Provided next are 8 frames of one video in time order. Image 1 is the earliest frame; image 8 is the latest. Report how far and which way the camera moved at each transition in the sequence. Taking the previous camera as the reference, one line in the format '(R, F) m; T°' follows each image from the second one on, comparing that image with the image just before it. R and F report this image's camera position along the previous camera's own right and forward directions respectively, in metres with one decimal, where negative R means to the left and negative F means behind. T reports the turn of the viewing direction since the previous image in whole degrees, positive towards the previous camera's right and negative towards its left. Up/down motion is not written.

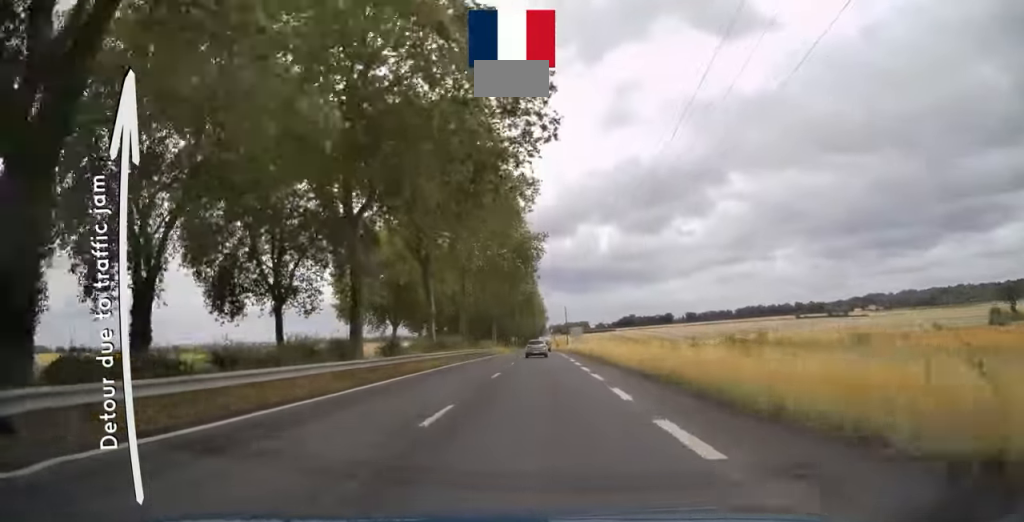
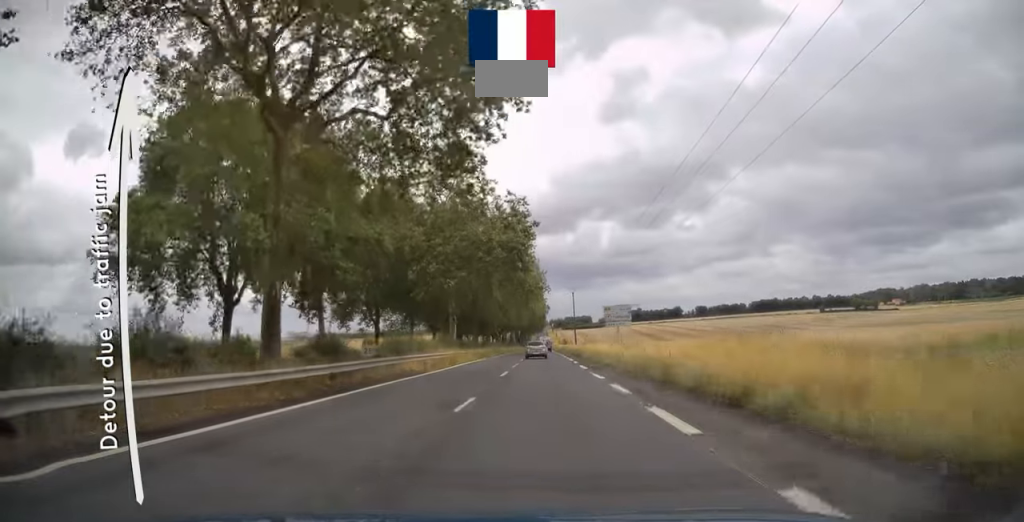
(-0.1, +49.7) m; -1°
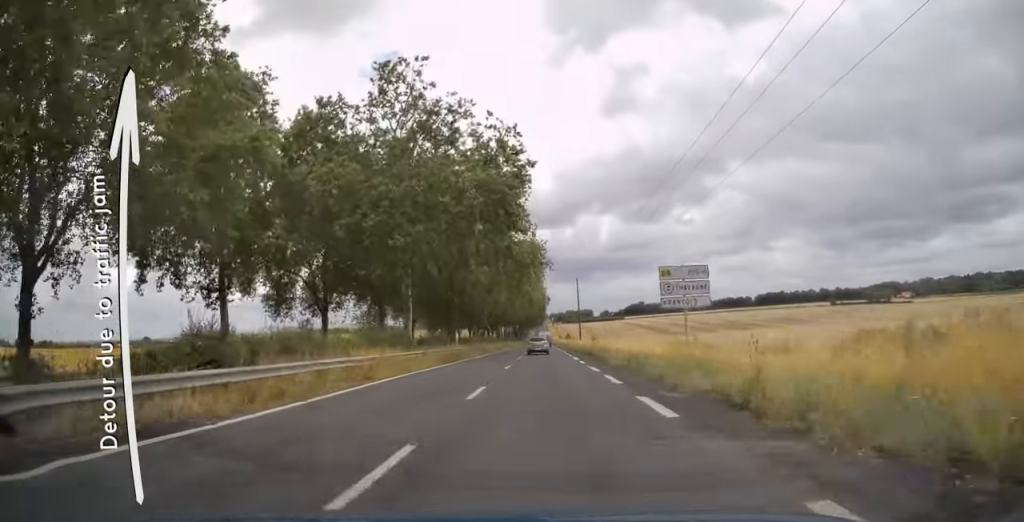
(0.0, +19.9) m; 0°
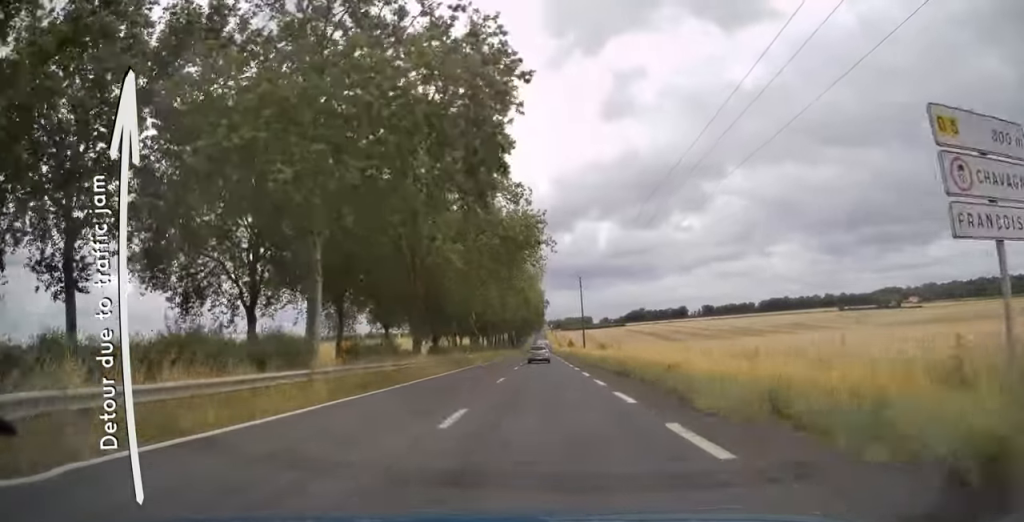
(0.0, +16.3) m; 0°
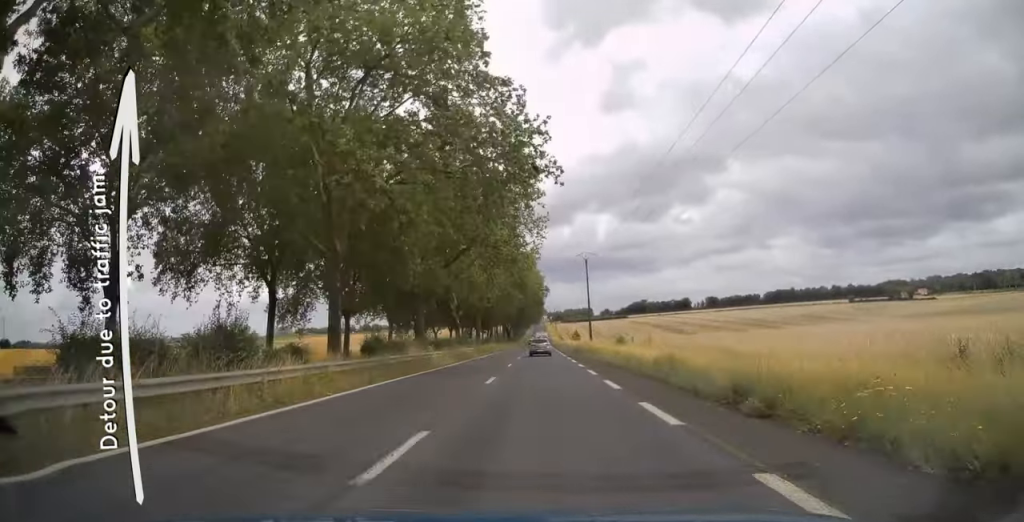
(0.0, +17.3) m; 0°
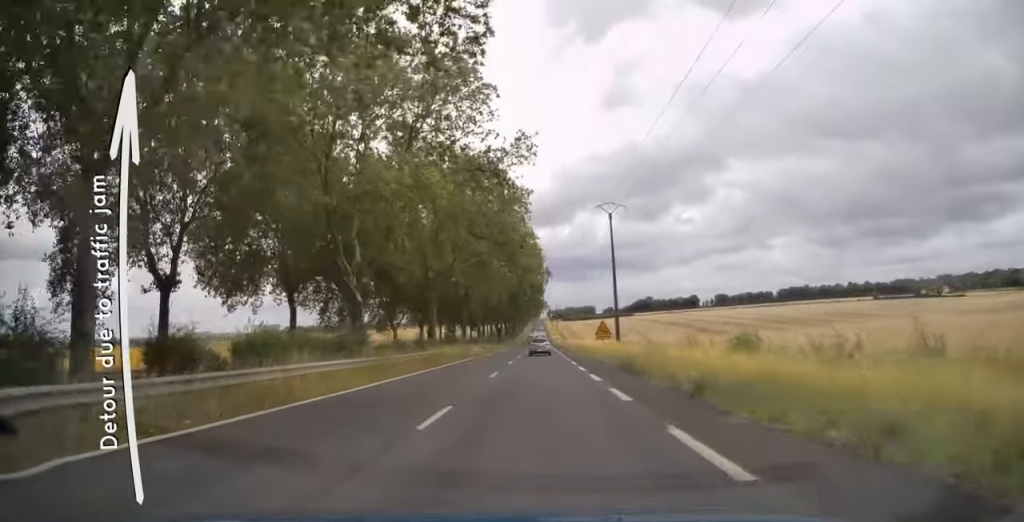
(+0.4, +35.7) m; 0°
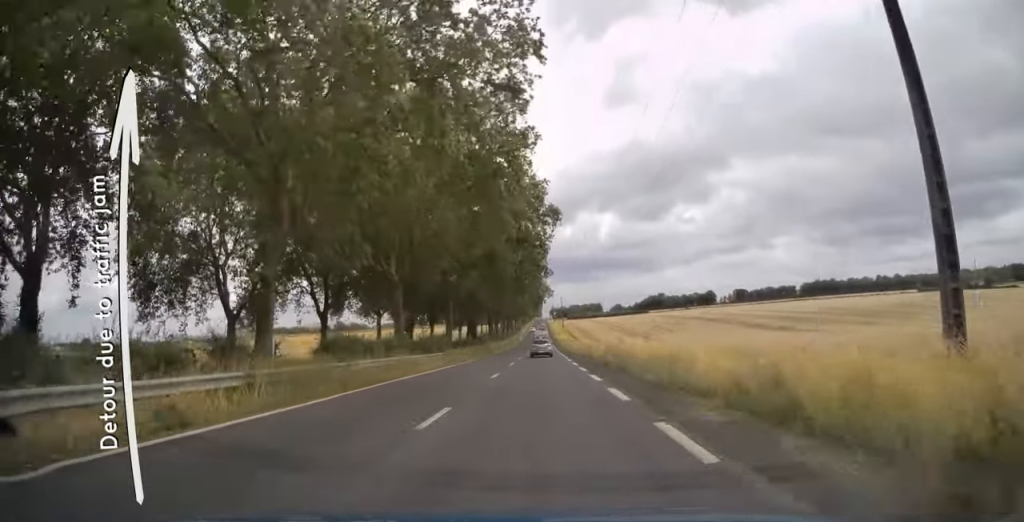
(-0.5, +51.9) m; 0°
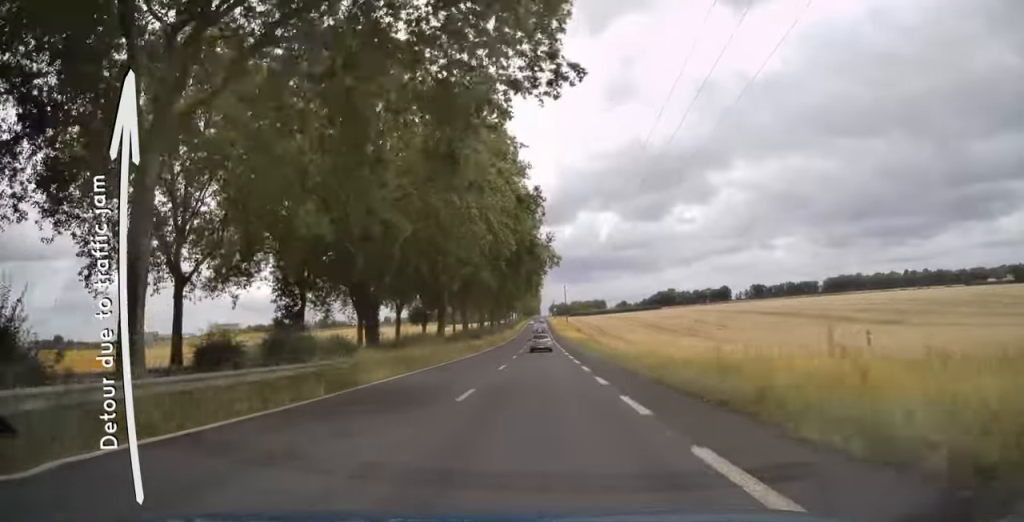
(+0.5, +47.7) m; 0°
